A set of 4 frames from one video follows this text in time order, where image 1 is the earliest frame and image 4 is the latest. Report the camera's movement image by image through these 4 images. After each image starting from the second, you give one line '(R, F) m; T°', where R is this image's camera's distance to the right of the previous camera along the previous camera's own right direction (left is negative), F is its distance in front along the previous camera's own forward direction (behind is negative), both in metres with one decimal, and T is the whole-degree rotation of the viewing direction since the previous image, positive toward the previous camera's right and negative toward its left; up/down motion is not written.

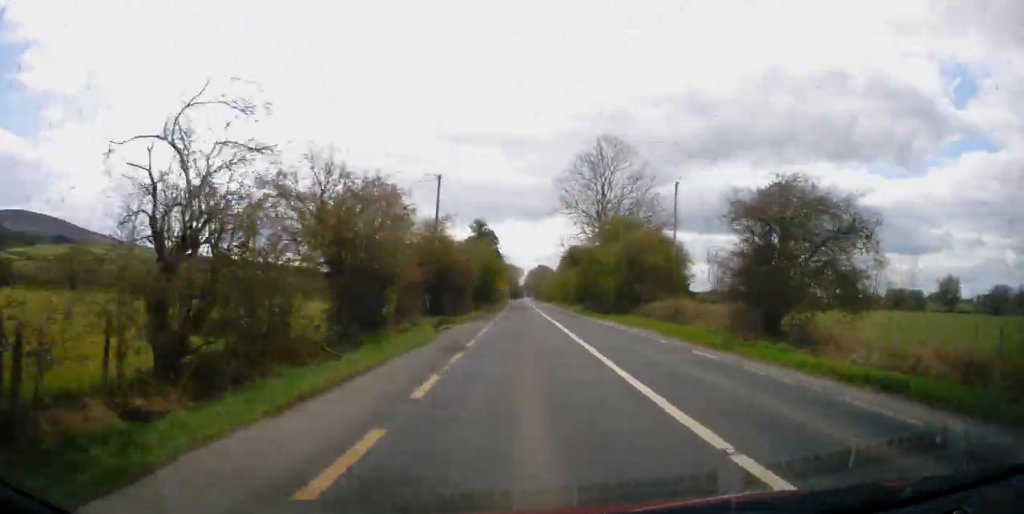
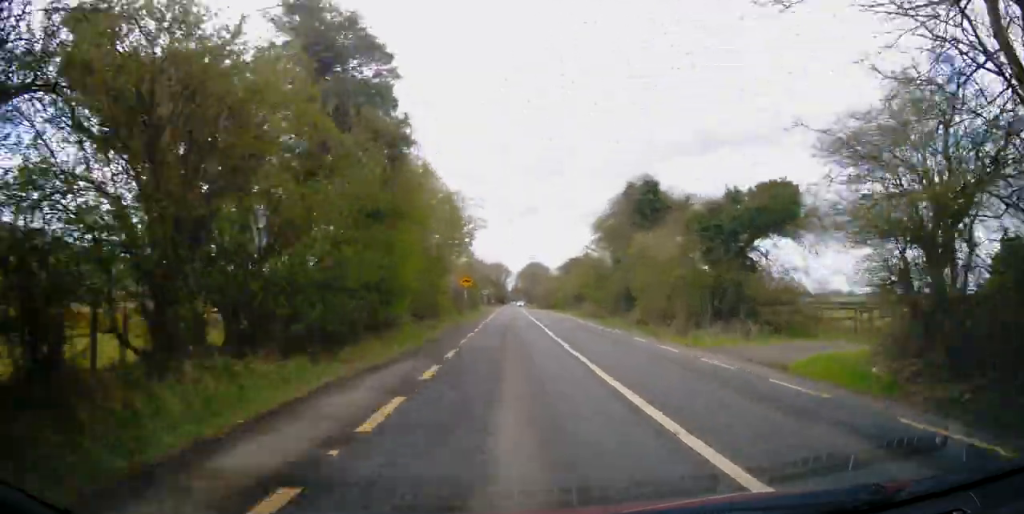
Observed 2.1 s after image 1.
(+0.4, +54.0) m; +1°
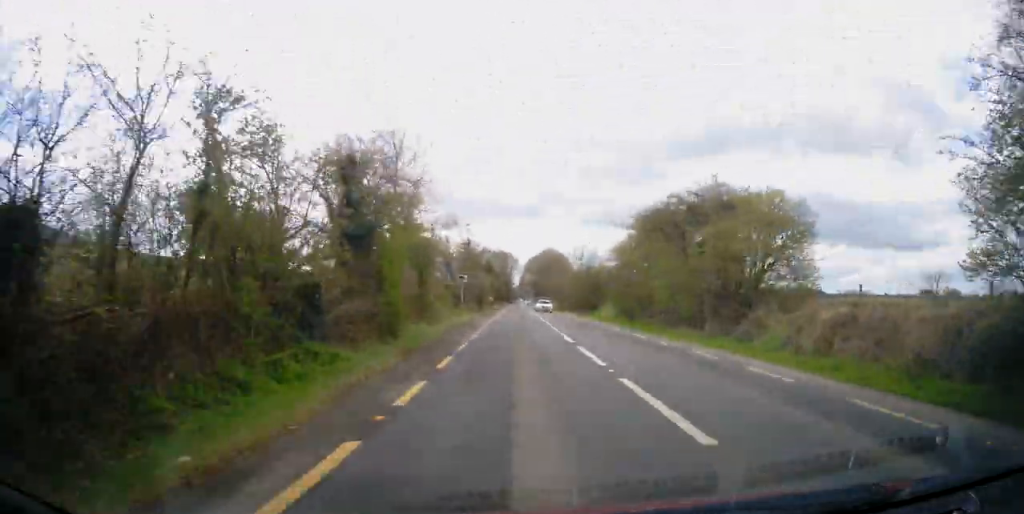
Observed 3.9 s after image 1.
(-0.3, +47.3) m; -1°
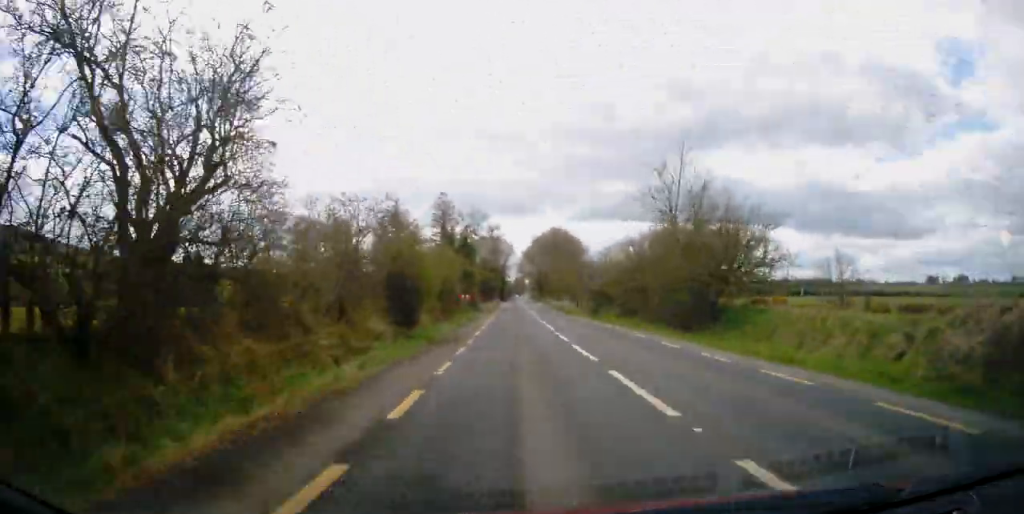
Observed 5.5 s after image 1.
(0.0, +41.0) m; +1°
